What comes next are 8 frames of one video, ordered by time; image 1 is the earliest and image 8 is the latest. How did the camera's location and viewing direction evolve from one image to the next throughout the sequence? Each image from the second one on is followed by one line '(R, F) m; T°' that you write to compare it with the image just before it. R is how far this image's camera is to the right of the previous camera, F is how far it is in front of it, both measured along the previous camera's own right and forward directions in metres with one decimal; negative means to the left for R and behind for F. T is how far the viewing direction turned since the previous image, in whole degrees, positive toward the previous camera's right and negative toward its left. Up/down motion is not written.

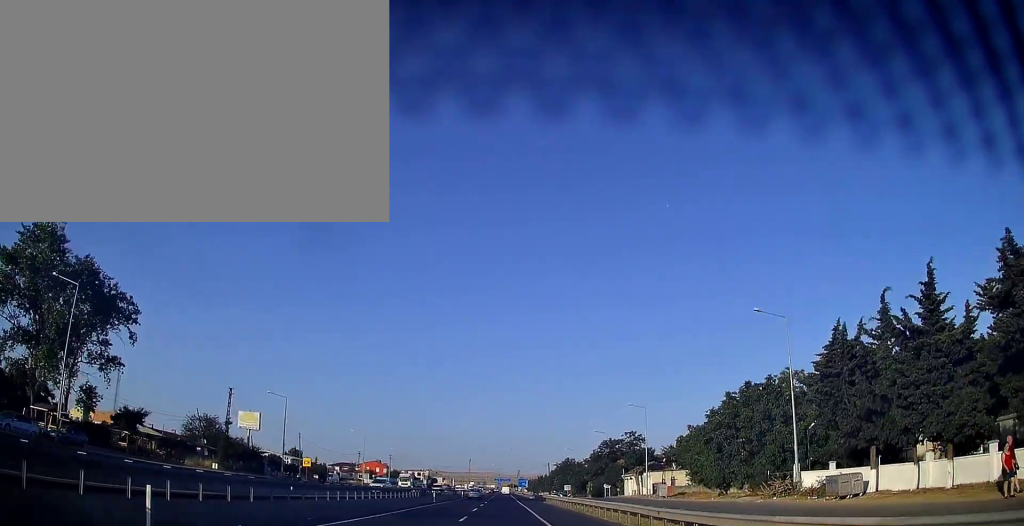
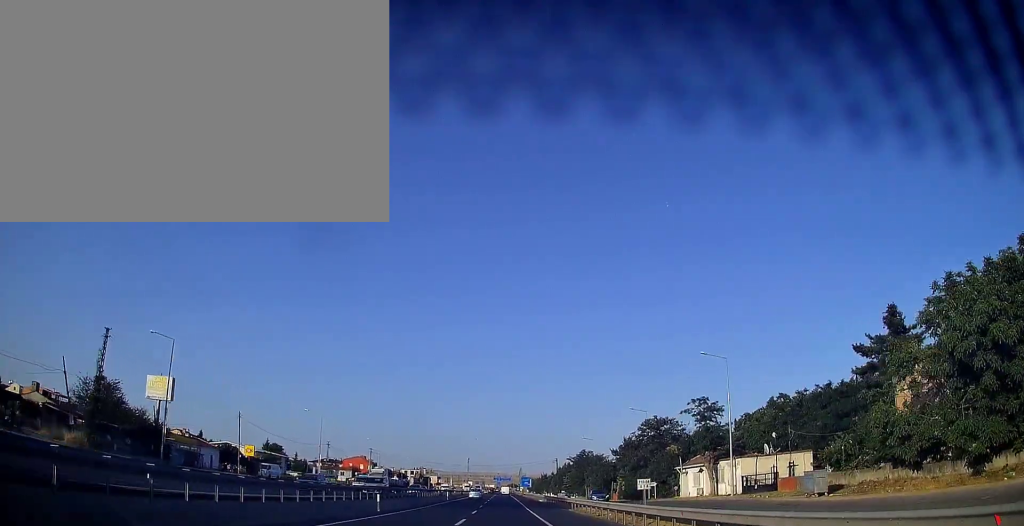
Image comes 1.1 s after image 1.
(+0.1, +26.8) m; 0°
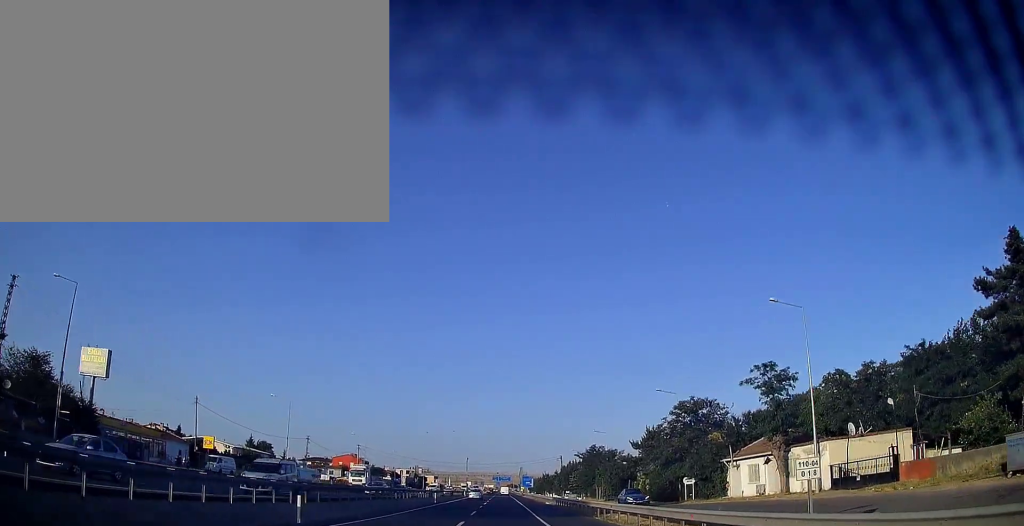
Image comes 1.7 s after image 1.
(-0.1, +13.0) m; -1°
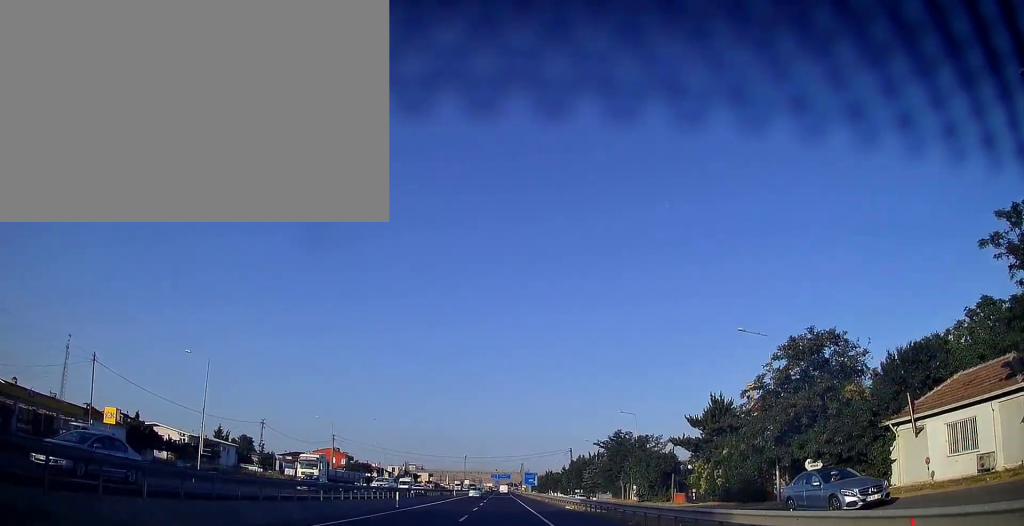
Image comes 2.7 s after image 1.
(-0.1, +21.3) m; 0°
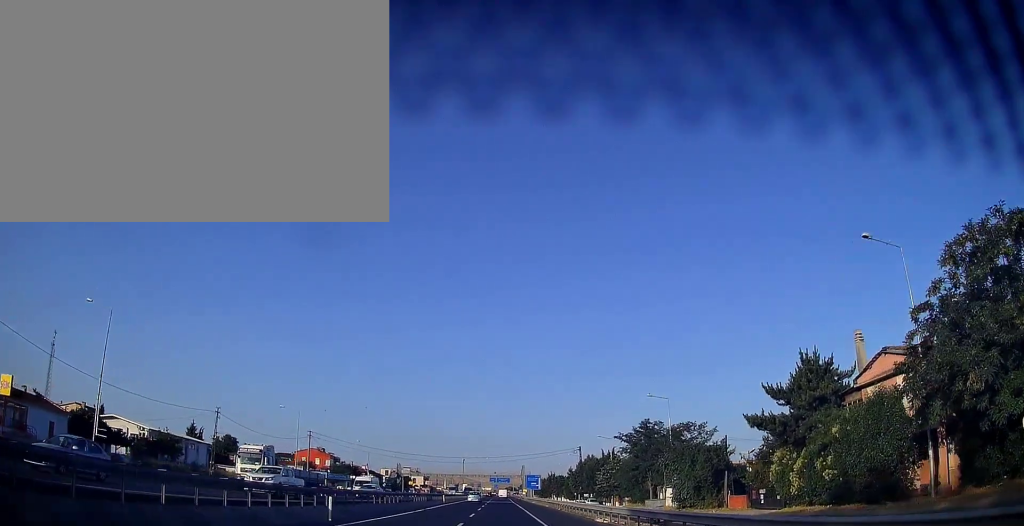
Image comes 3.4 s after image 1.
(+0.1, +14.9) m; +1°
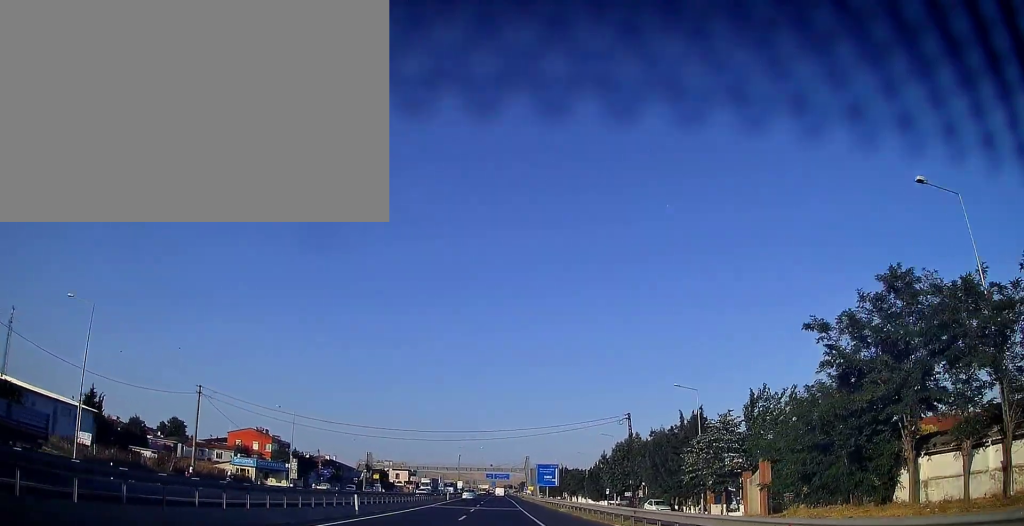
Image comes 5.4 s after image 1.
(+0.1, +40.9) m; 0°
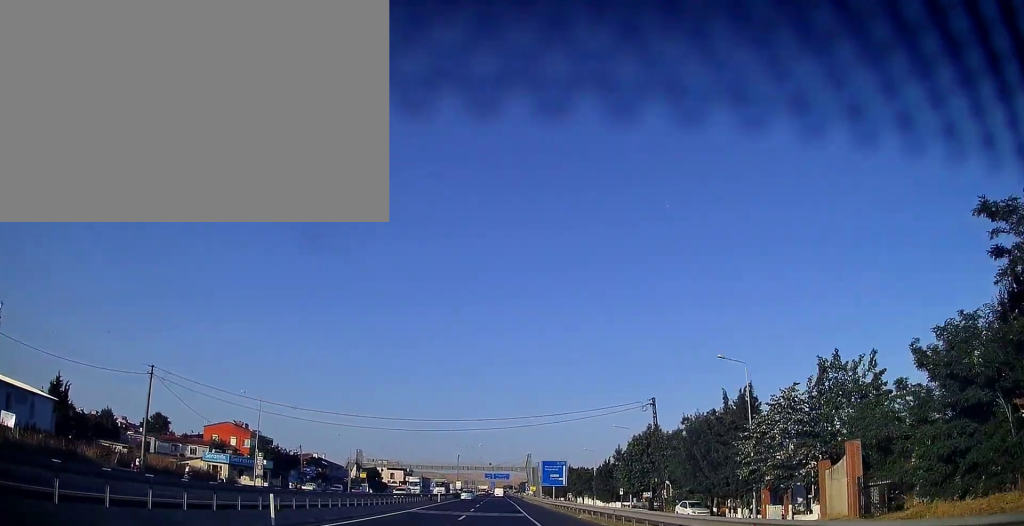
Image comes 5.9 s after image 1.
(-0.1, +11.3) m; 0°
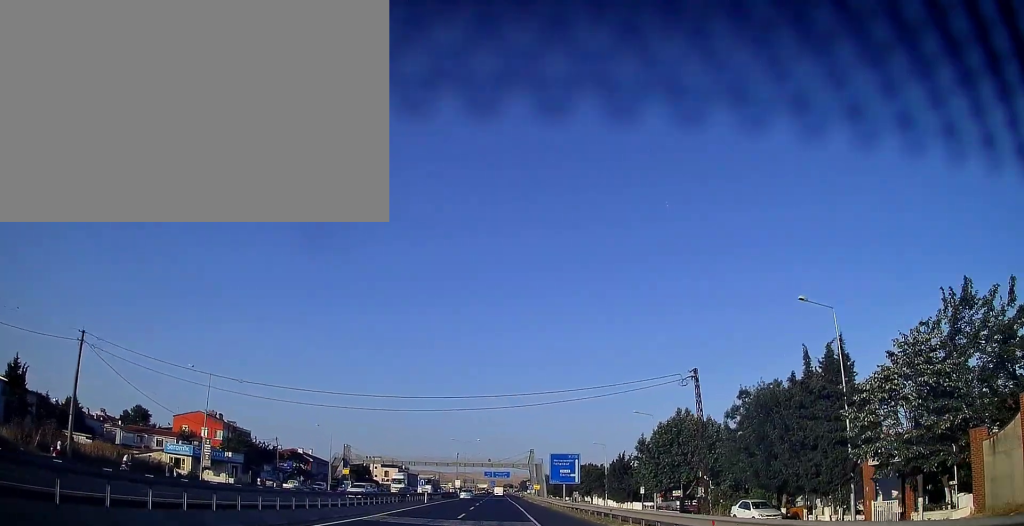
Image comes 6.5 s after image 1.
(+0.1, +11.8) m; +1°
